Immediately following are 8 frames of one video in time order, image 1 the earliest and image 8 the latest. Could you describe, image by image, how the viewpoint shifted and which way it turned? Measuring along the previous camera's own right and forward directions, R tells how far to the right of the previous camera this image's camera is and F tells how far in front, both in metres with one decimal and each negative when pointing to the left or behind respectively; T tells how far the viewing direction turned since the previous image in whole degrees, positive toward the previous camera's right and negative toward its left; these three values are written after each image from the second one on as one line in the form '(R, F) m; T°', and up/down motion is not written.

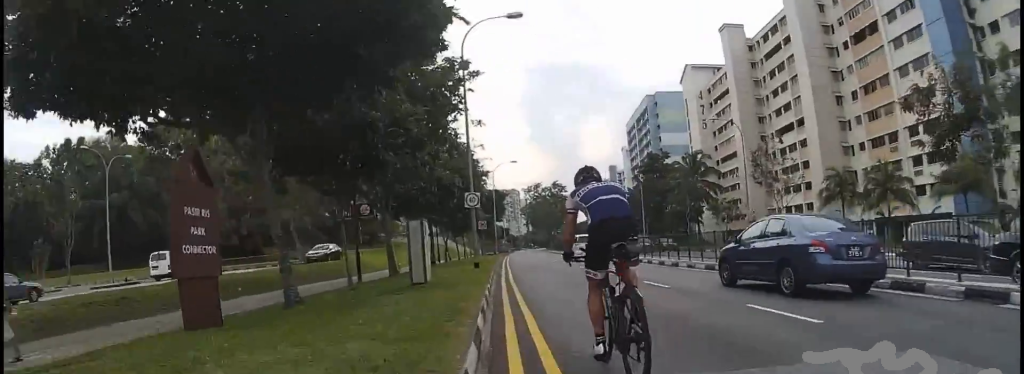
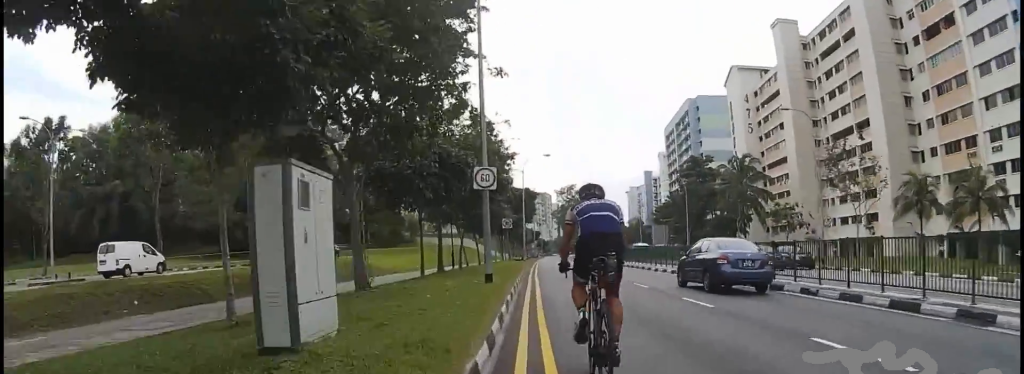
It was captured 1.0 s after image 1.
(0.0, +7.8) m; 0°
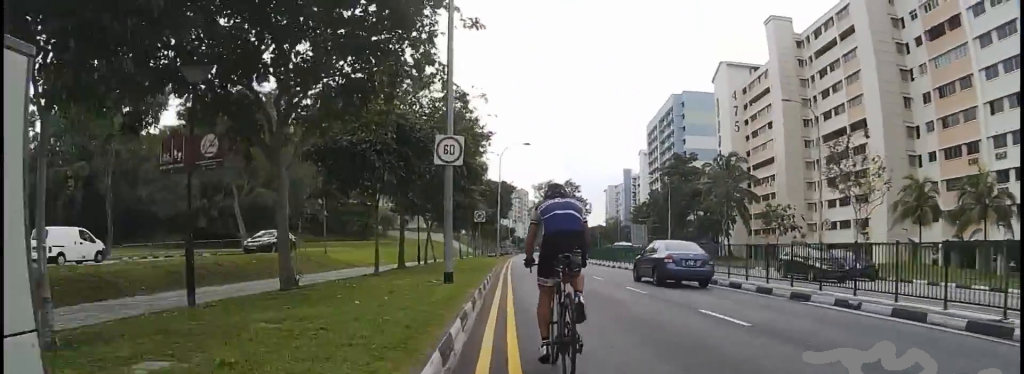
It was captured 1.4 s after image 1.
(0.0, +3.2) m; 0°
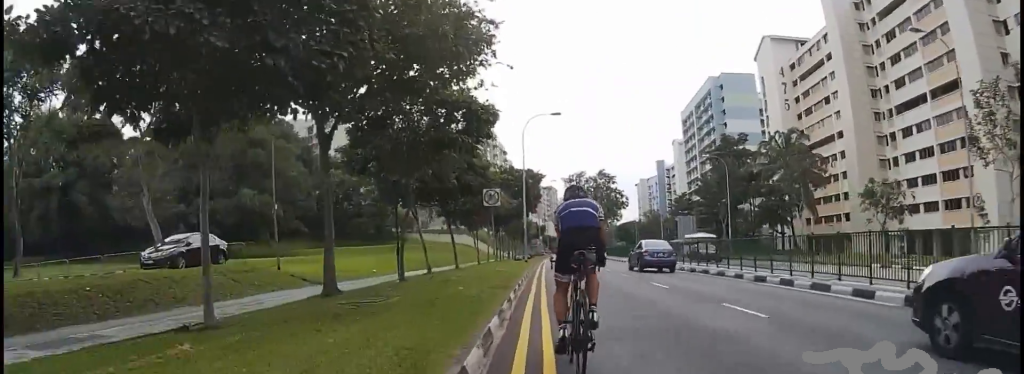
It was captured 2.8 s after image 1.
(0.0, +11.8) m; 0°
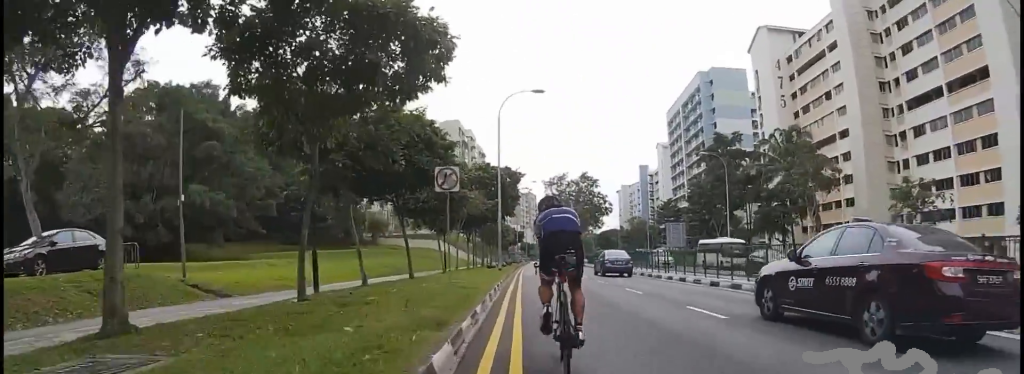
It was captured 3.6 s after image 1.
(0.0, +6.3) m; 0°
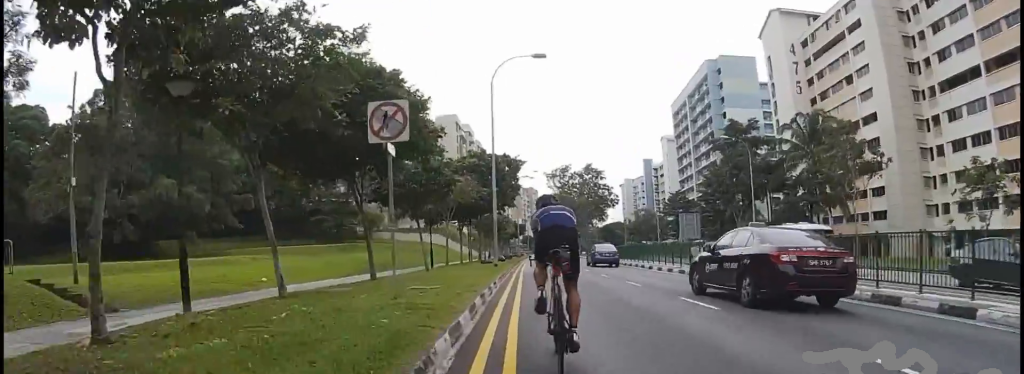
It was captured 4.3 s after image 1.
(0.0, +6.1) m; 0°
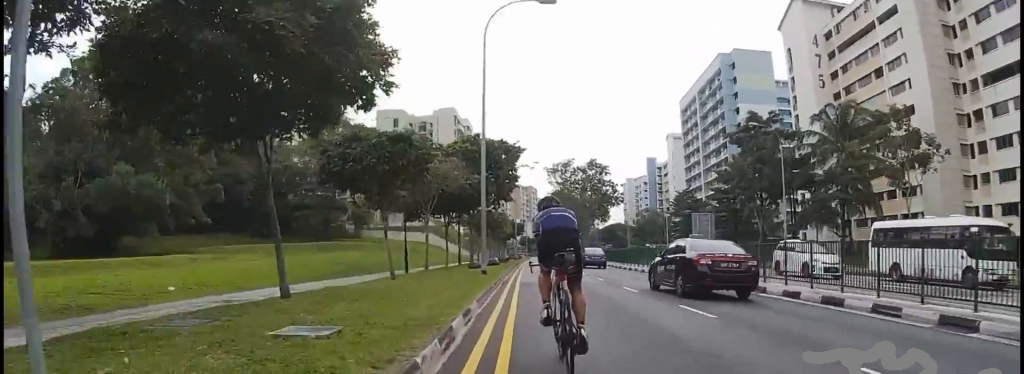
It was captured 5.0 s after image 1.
(0.0, +6.4) m; 0°
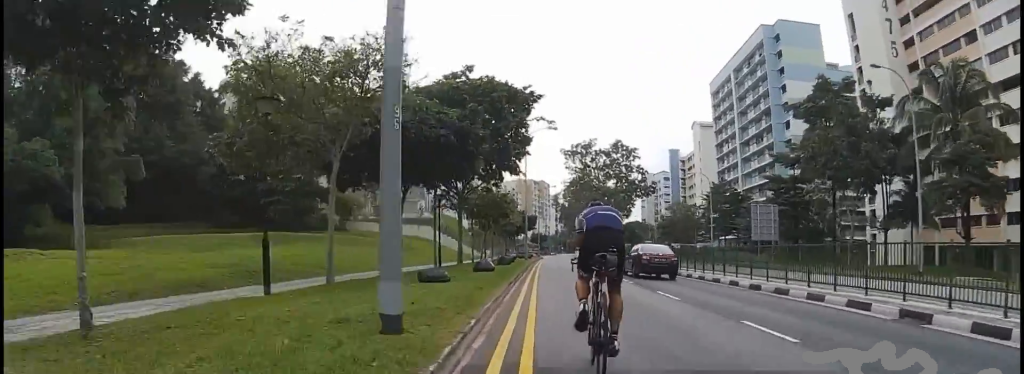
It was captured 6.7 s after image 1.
(0.0, +14.5) m; 0°
